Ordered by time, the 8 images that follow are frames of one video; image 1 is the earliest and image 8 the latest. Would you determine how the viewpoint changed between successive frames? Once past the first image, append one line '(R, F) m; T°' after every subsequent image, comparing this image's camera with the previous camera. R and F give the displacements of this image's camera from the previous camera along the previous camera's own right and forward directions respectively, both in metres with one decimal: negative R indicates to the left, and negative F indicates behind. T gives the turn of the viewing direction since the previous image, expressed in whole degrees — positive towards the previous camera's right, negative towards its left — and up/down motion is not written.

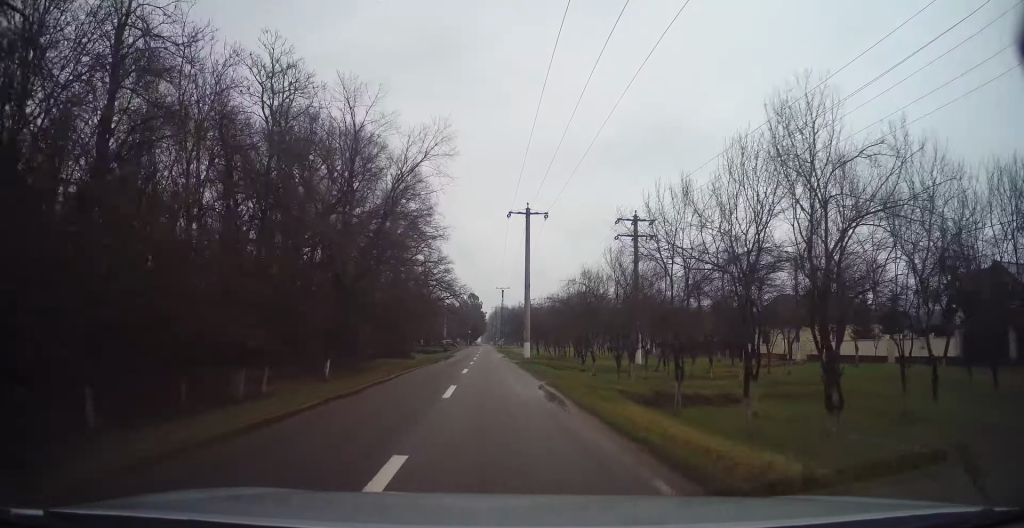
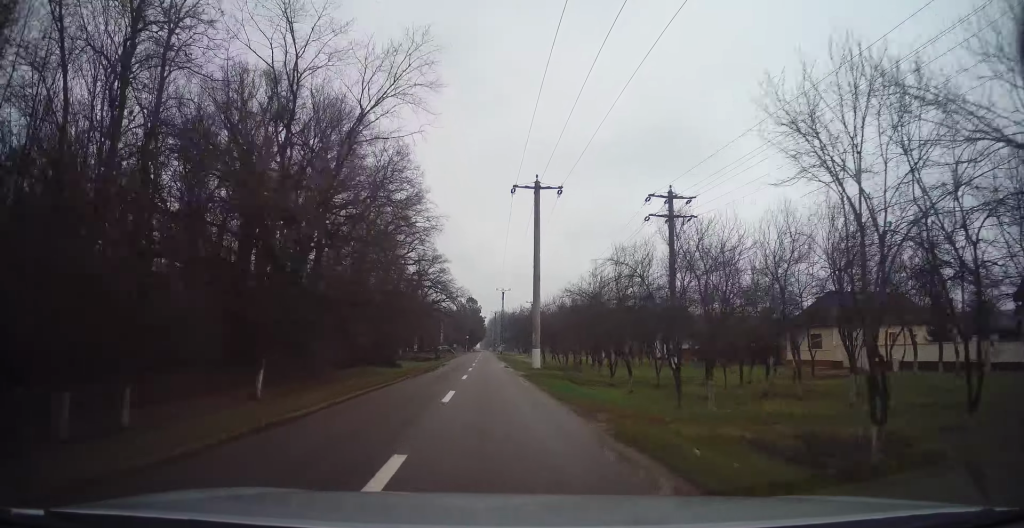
(+0.2, +8.8) m; 0°
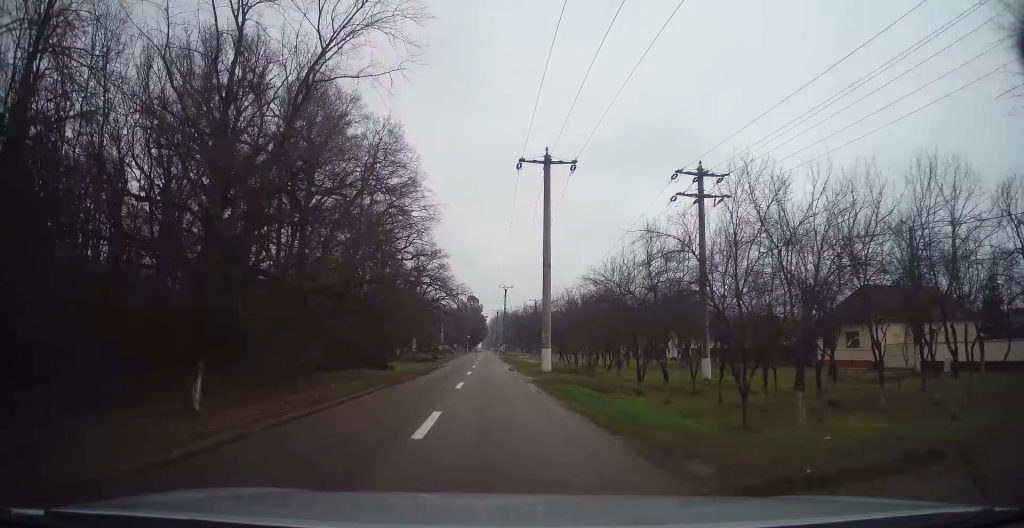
(-0.3, +5.0) m; 0°
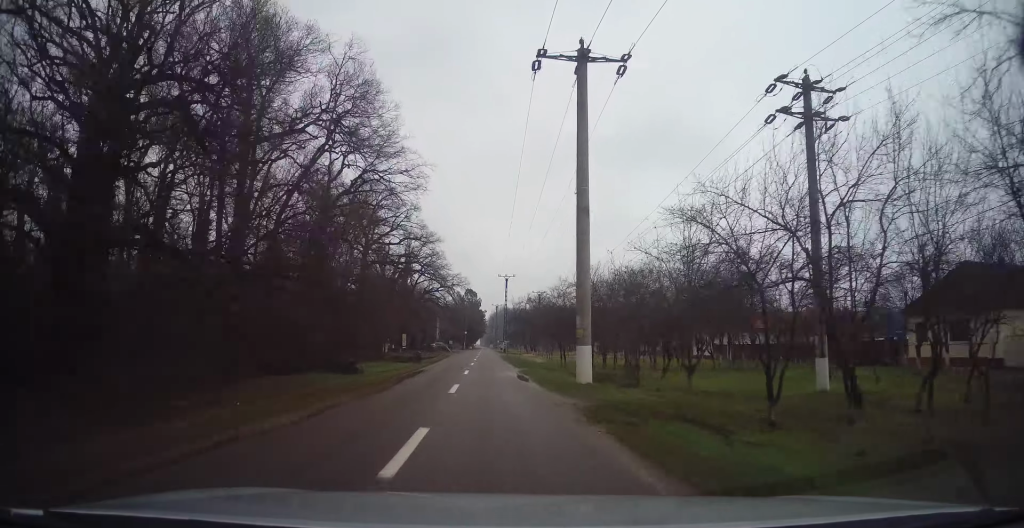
(+0.2, +10.6) m; 0°
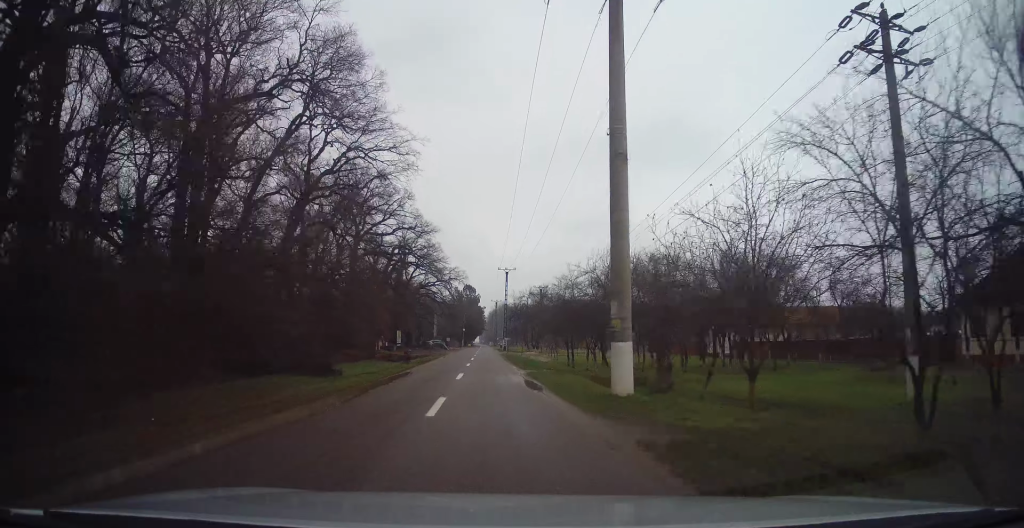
(+0.1, +5.1) m; 0°
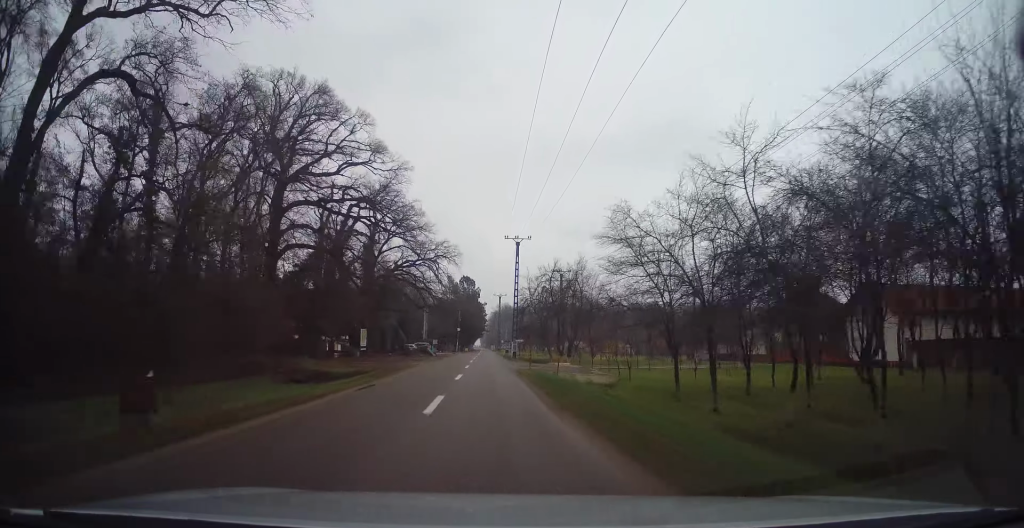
(-0.7, +26.5) m; 0°
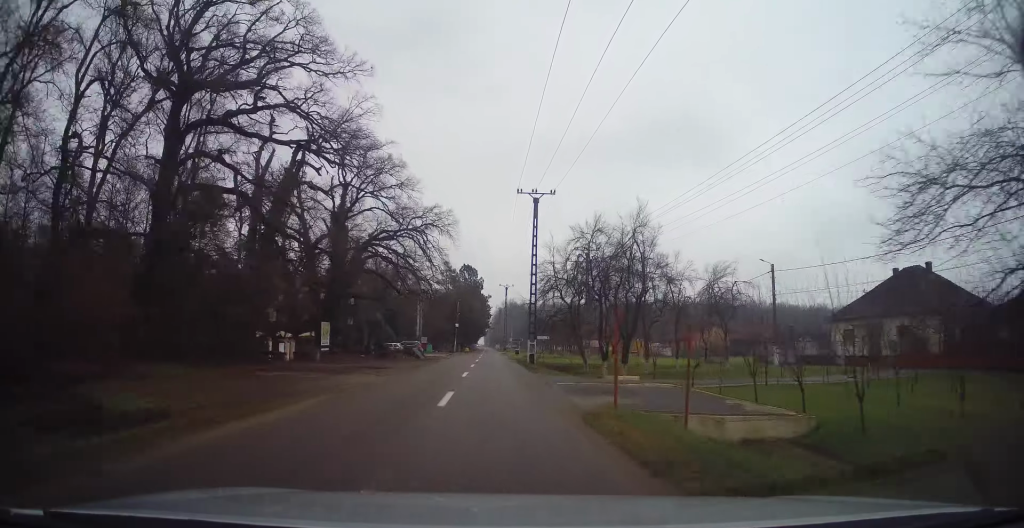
(-0.1, +17.2) m; 0°
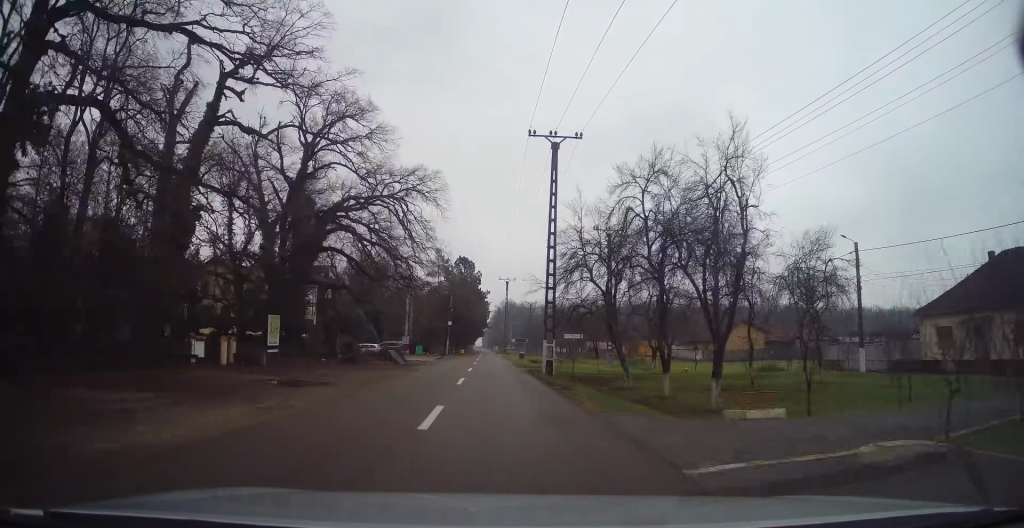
(+0.3, +11.4) m; 0°
